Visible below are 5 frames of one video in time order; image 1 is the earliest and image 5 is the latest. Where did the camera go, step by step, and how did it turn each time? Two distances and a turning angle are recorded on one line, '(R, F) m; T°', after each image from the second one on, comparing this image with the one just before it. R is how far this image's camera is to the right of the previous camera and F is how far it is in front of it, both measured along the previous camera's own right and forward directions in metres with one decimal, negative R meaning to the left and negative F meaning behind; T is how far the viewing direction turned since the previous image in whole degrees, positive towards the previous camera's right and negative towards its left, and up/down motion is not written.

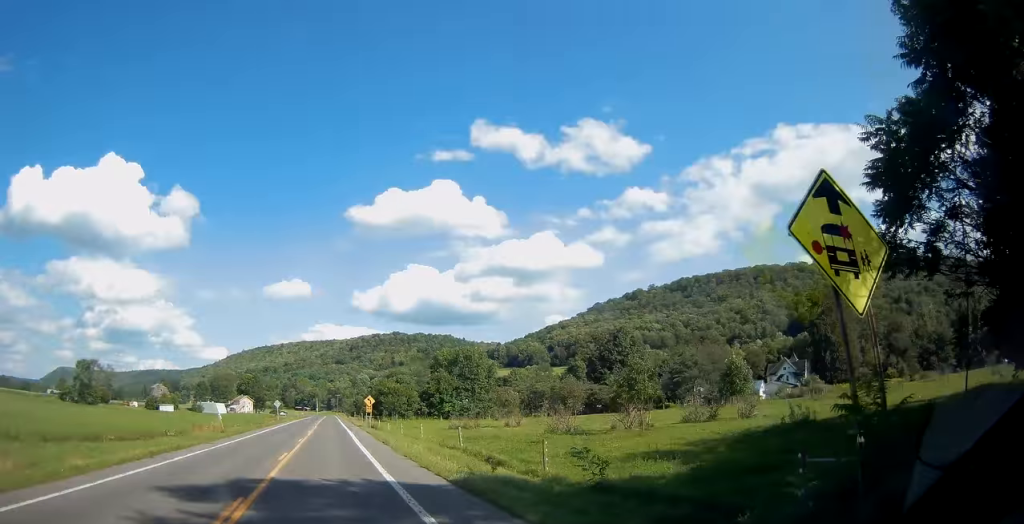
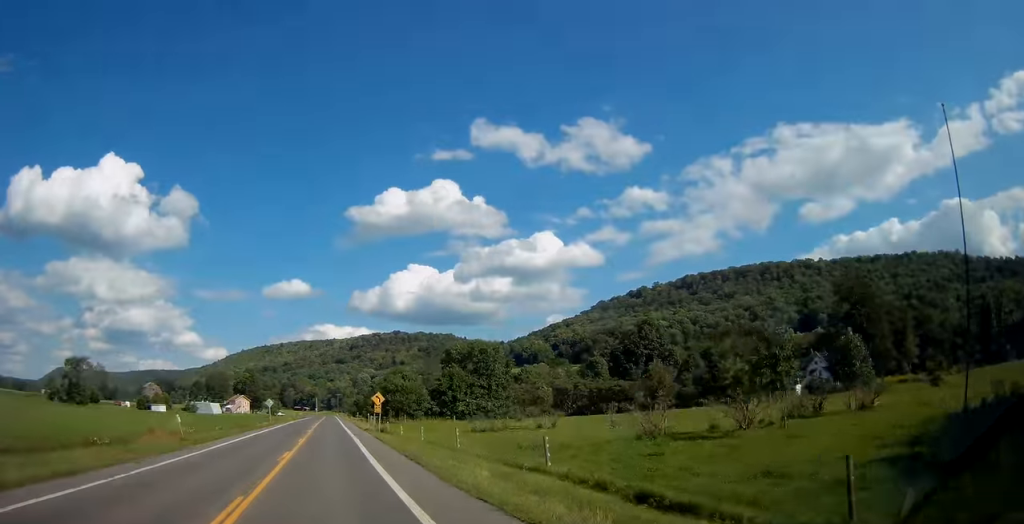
(-0.2, +12.2) m; 0°
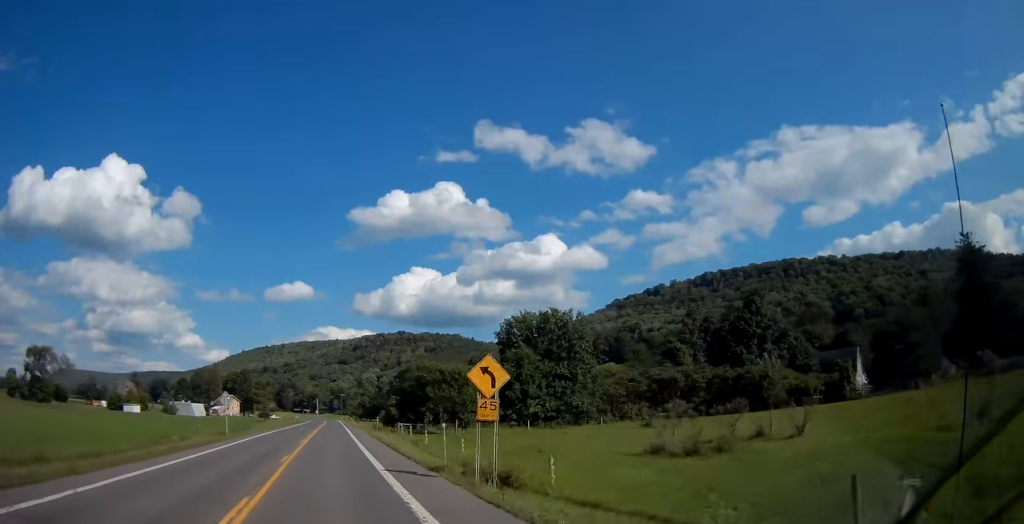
(+0.6, +36.2) m; 0°
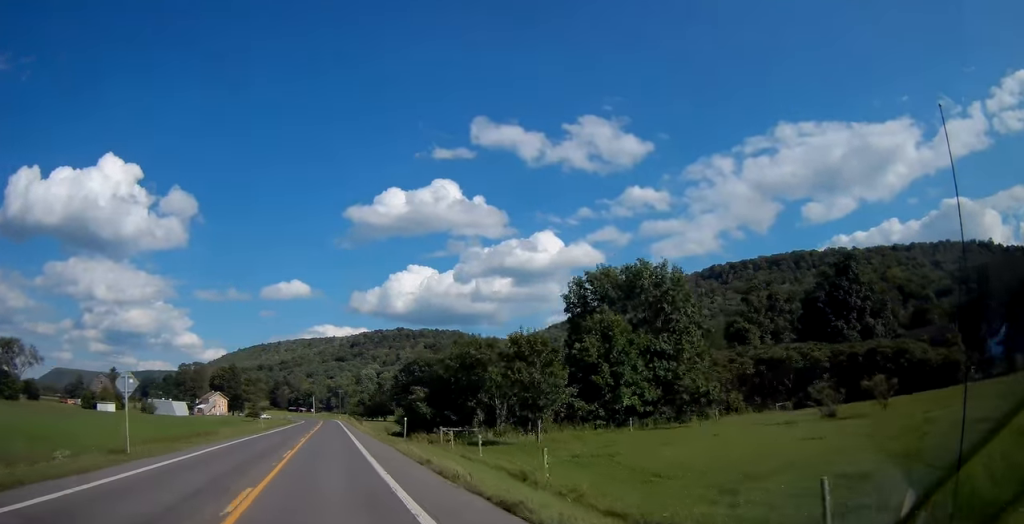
(-0.2, +23.2) m; 0°
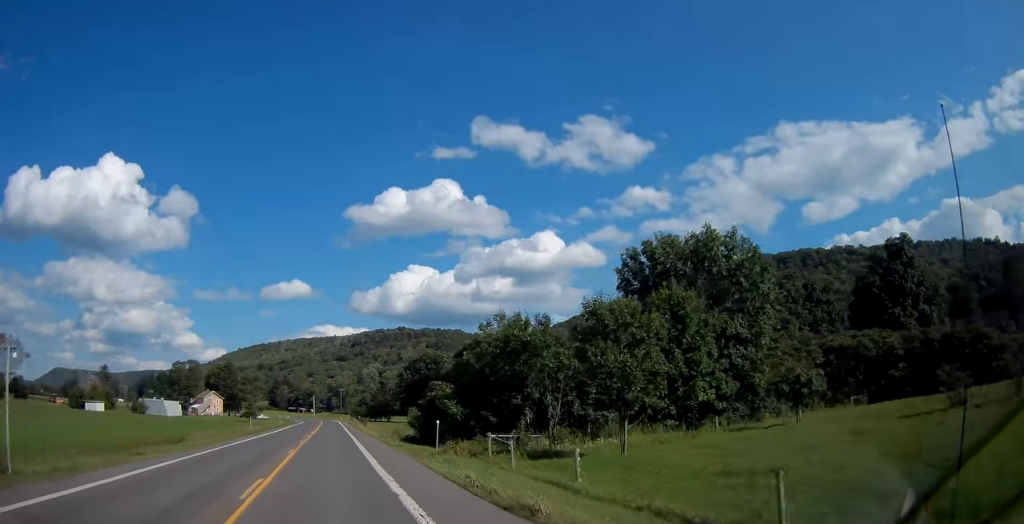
(-0.1, +10.3) m; 0°
